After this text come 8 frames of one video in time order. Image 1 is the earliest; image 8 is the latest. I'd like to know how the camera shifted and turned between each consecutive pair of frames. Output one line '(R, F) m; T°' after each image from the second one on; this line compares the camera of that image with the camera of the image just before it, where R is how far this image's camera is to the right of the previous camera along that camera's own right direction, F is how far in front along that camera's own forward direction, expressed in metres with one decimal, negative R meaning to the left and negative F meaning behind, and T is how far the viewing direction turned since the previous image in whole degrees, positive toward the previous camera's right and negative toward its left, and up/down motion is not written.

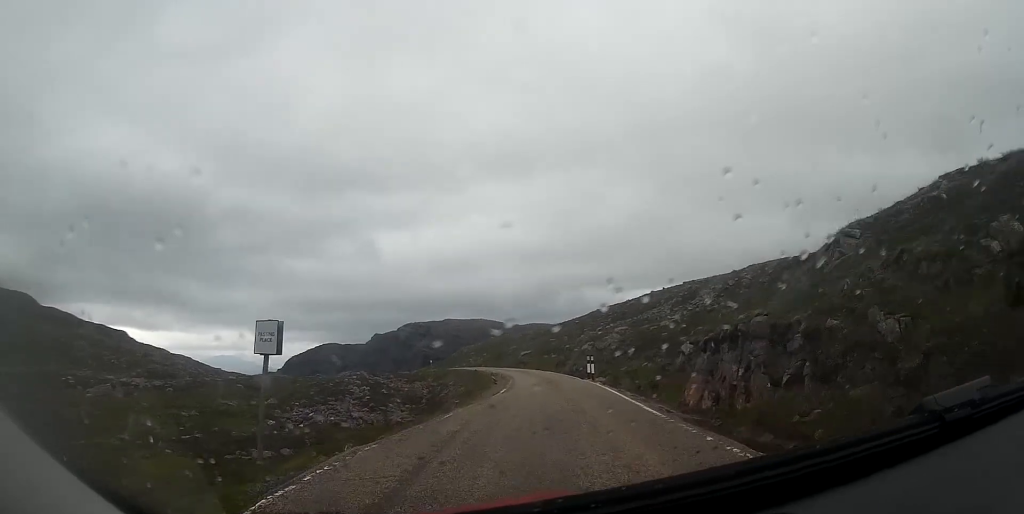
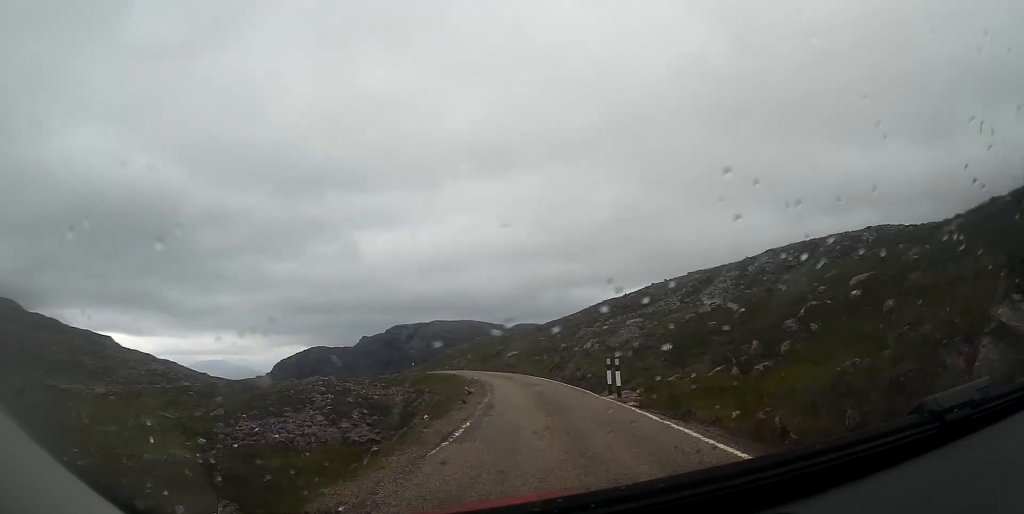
(+0.1, +10.1) m; 0°
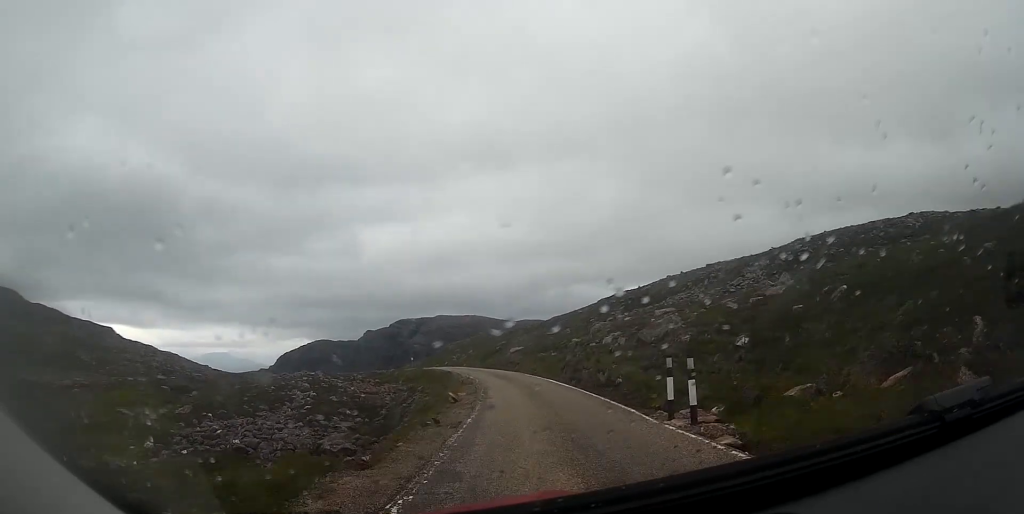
(-0.1, +6.8) m; -1°
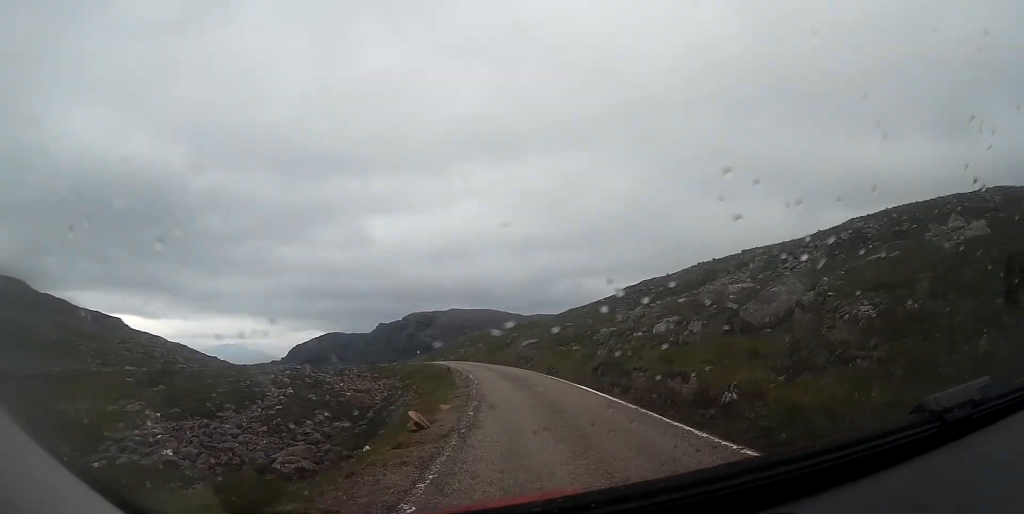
(-0.1, +8.8) m; -1°
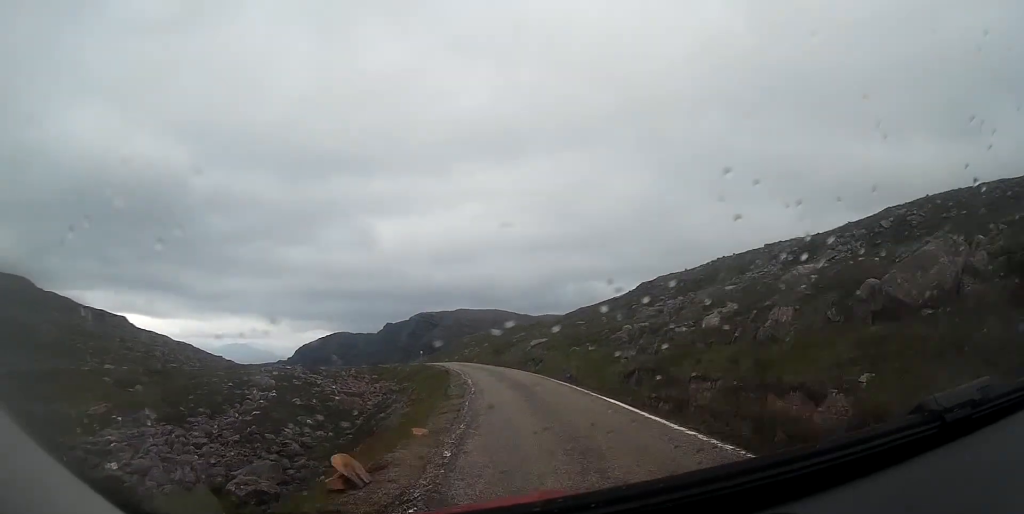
(+0.1, +4.9) m; -1°
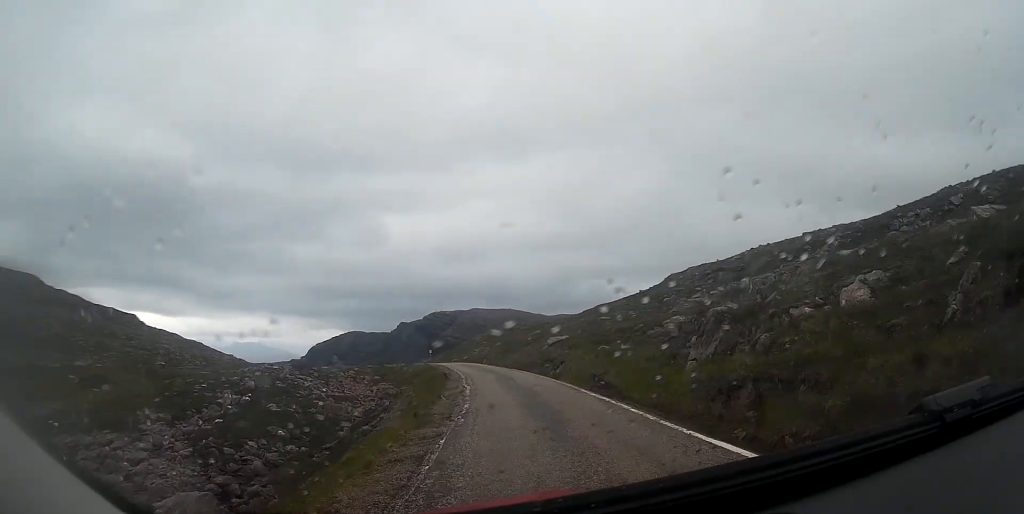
(-0.2, +6.6) m; -2°
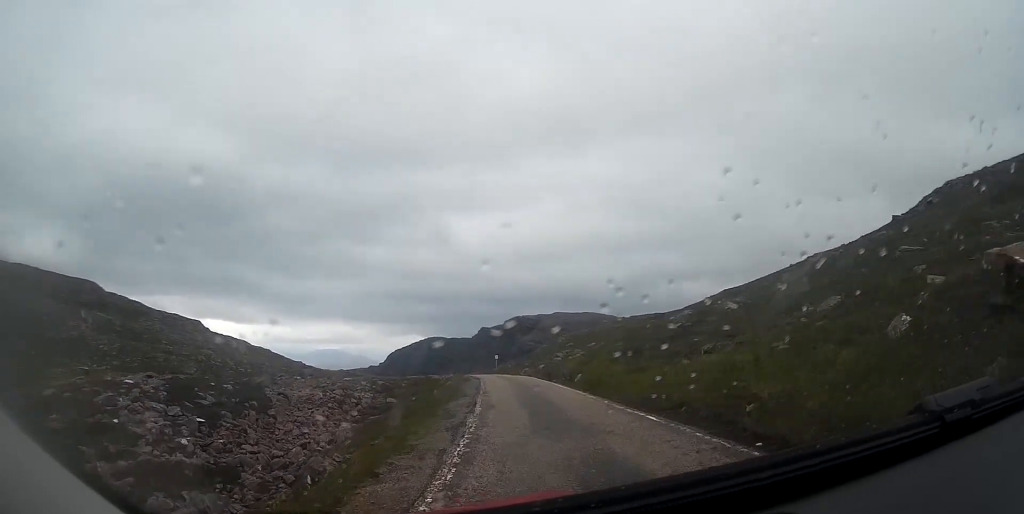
(-2.1, +30.7) m; -7°
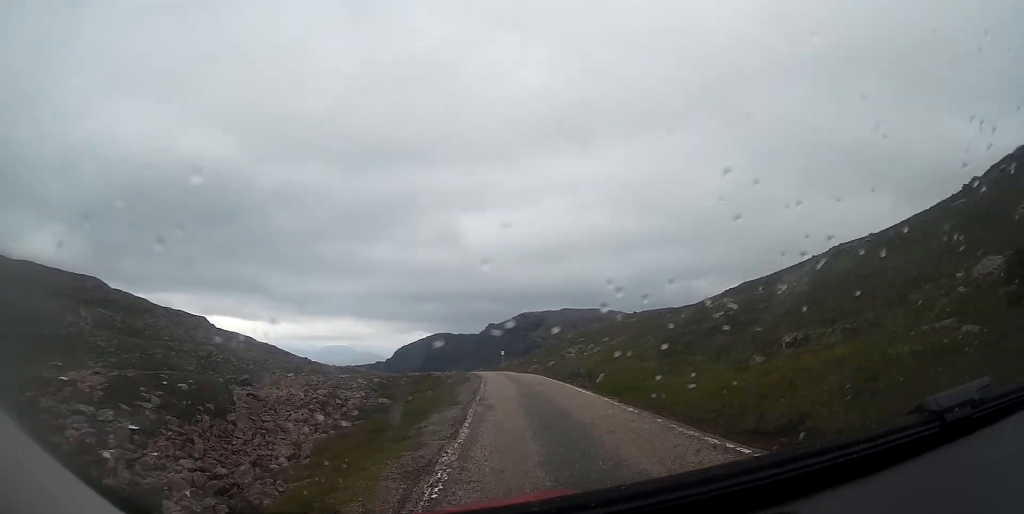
(0.0, +4.7) m; 0°
